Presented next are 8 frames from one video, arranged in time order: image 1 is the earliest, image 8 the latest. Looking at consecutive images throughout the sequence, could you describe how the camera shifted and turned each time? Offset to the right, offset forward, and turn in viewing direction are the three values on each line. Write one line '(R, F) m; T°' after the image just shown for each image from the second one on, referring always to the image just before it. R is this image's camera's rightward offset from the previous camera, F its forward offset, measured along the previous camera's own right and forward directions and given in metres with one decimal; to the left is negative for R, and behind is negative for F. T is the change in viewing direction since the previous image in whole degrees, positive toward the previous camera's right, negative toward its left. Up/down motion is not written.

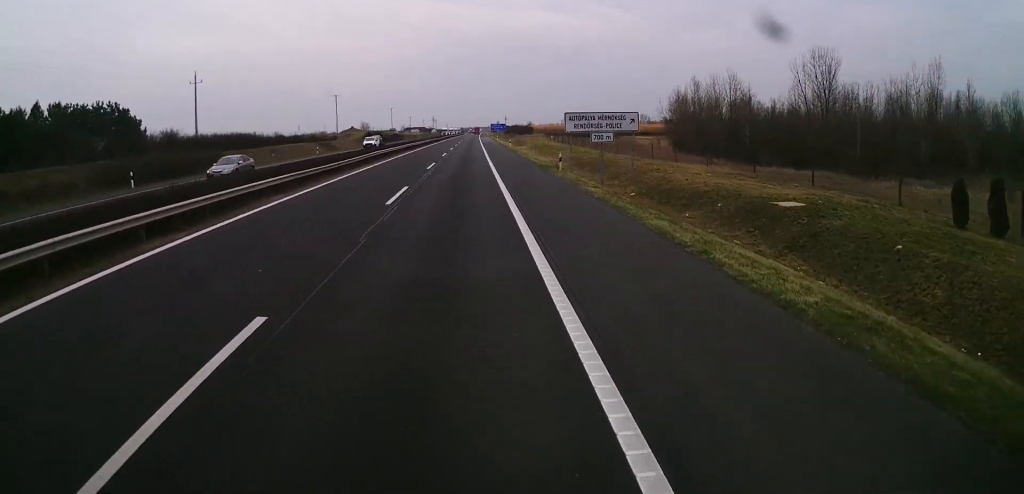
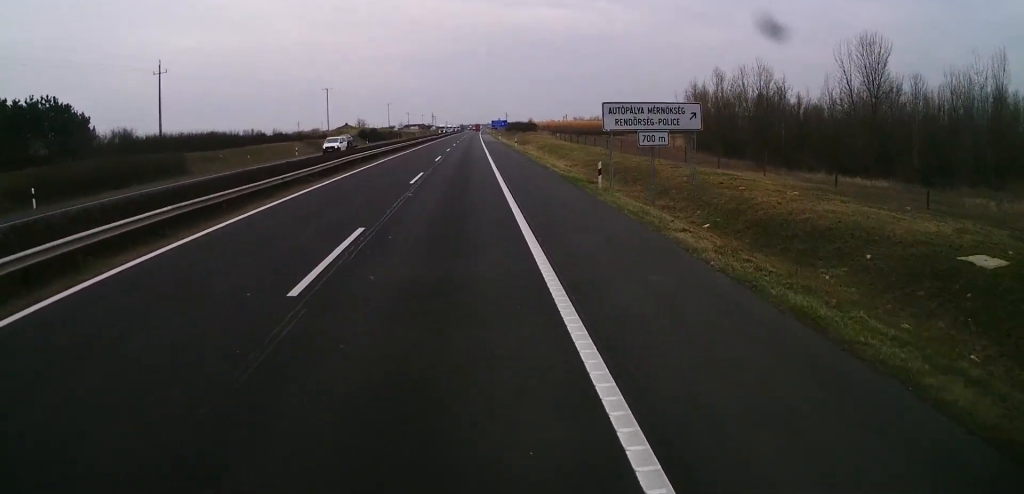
(-0.1, +10.7) m; 0°
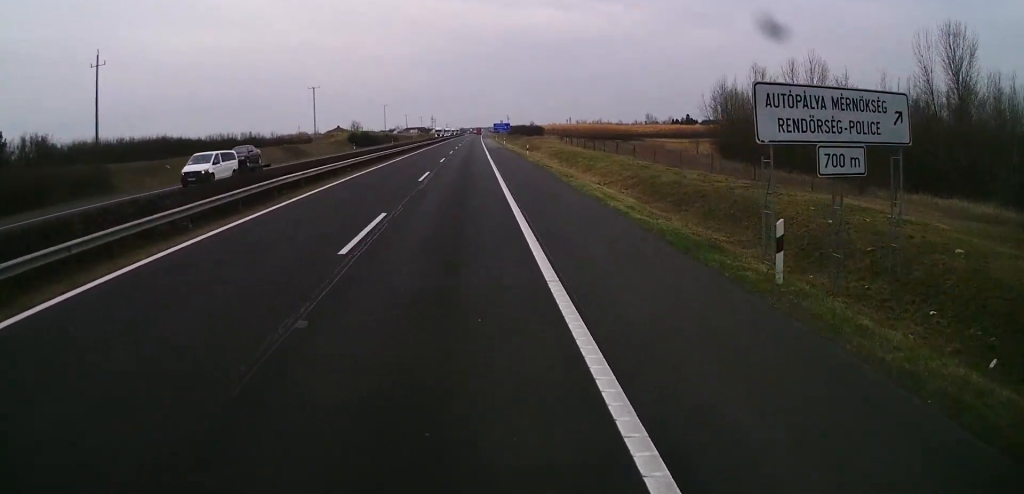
(0.0, +14.6) m; 0°
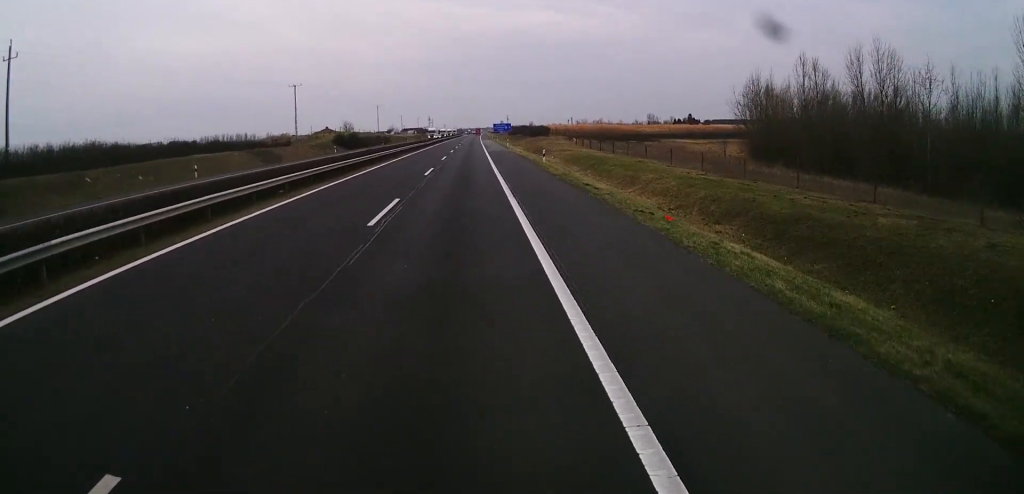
(+0.1, +14.6) m; 0°
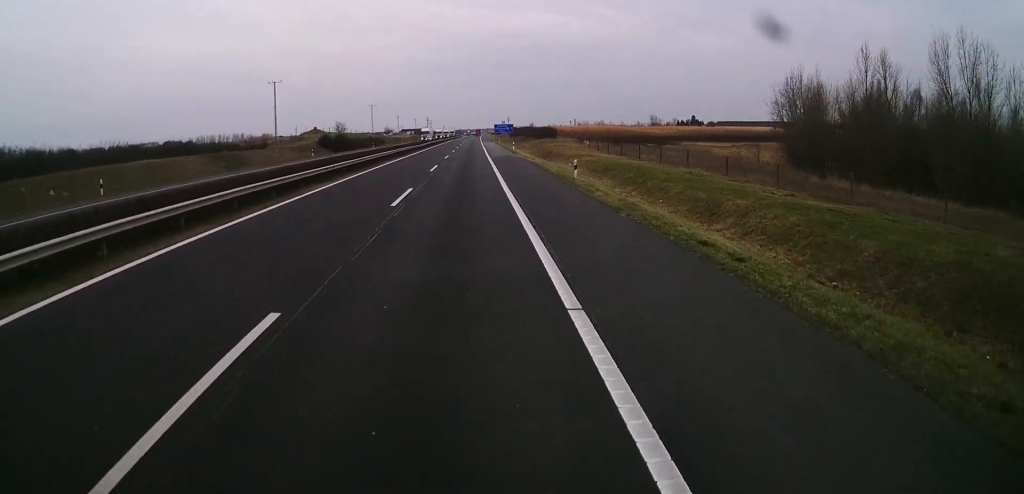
(-0.1, +13.8) m; 0°
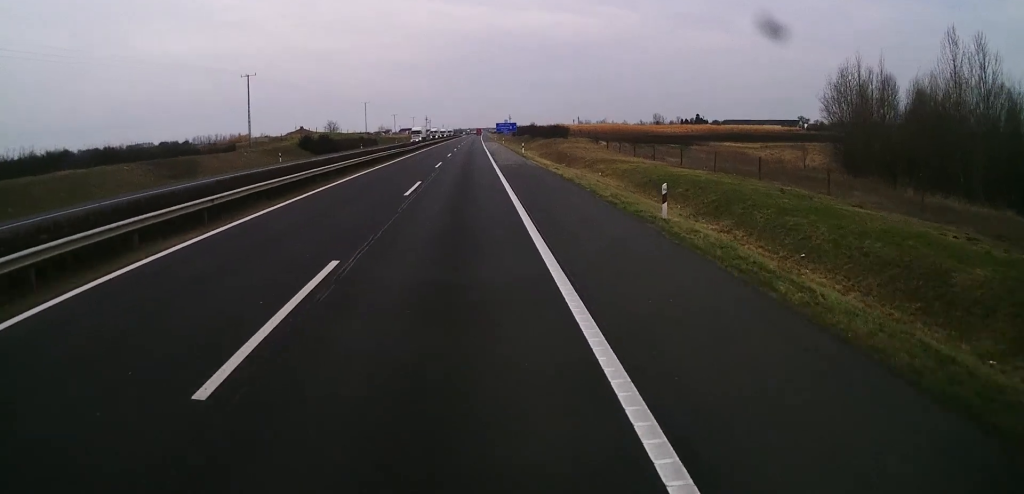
(-0.1, +14.6) m; 0°
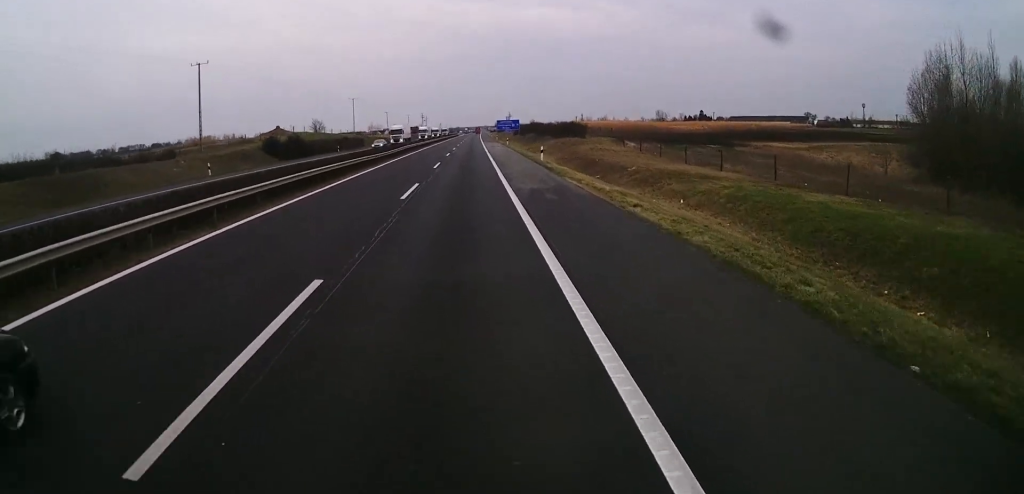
(+0.1, +19.3) m; 0°
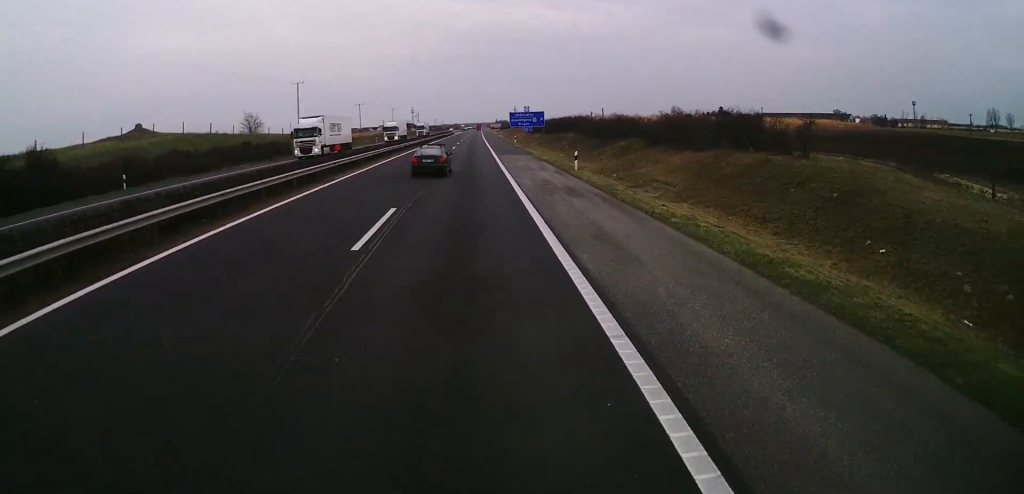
(+0.2, +63.9) m; +1°
